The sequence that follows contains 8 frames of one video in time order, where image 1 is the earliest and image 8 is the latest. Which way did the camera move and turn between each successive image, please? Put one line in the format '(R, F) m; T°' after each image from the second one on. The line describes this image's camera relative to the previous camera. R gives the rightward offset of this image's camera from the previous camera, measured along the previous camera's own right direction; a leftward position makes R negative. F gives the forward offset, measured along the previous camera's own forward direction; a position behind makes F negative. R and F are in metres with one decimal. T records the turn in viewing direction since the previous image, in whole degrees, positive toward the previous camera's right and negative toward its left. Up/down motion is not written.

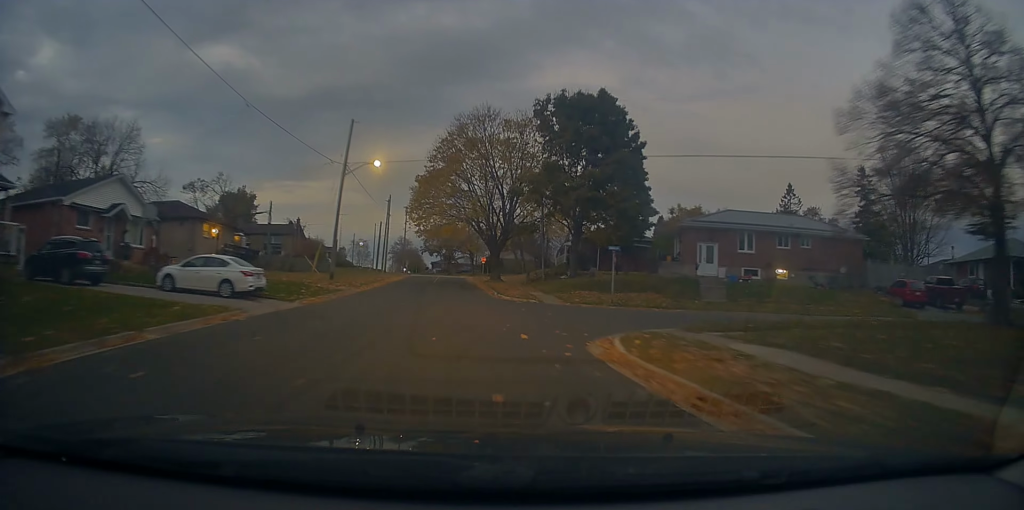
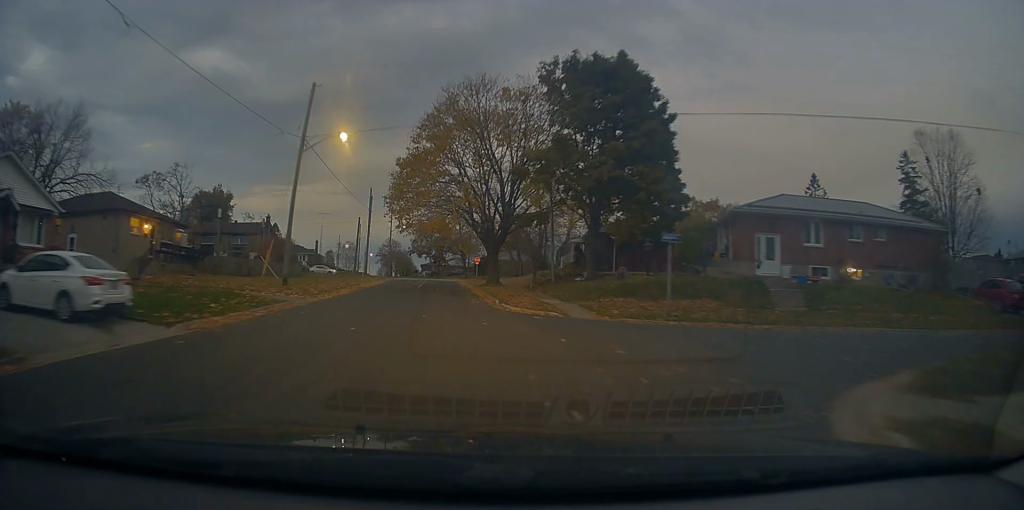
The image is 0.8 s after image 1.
(+0.3, +8.9) m; 0°
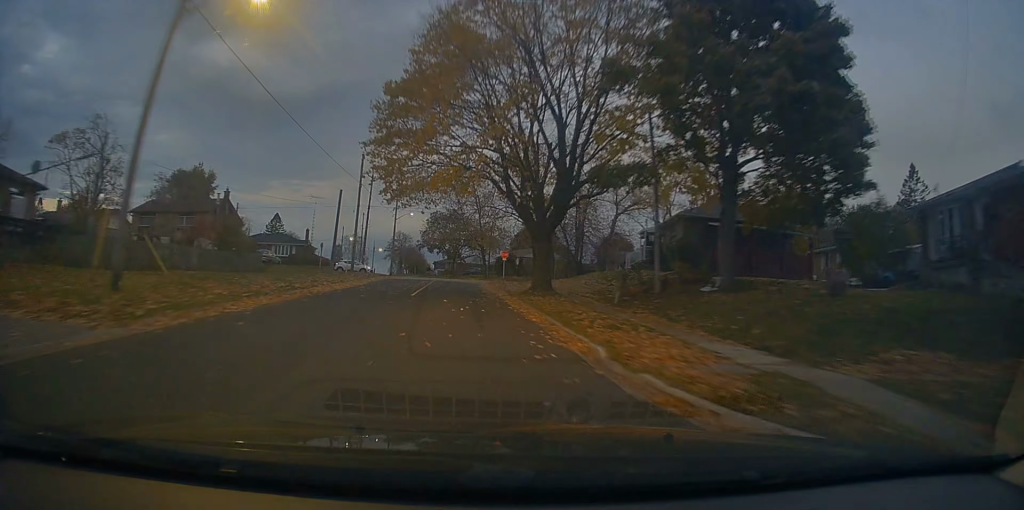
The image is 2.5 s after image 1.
(-0.7, +17.5) m; -4°
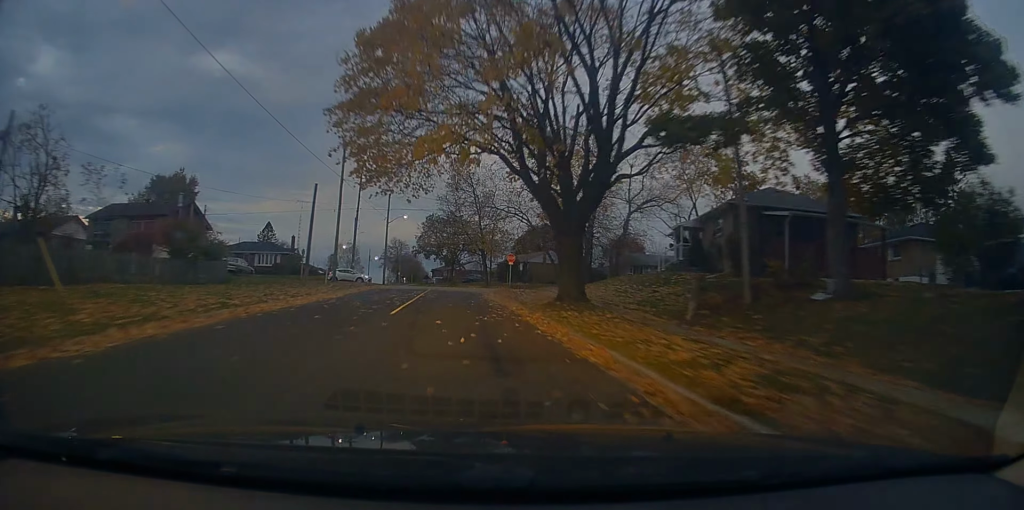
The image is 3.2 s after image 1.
(0.0, +6.9) m; 0°
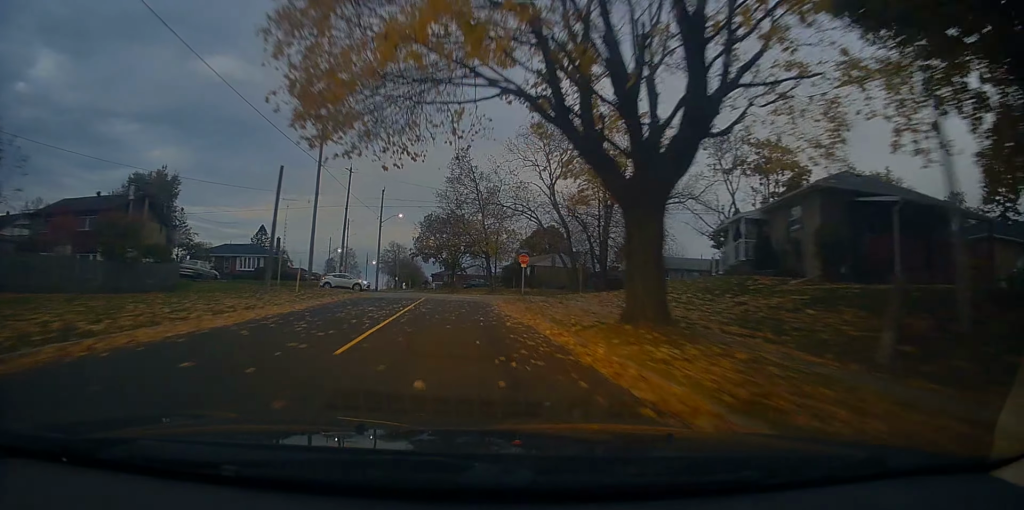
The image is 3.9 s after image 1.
(0.0, +7.2) m; -1°
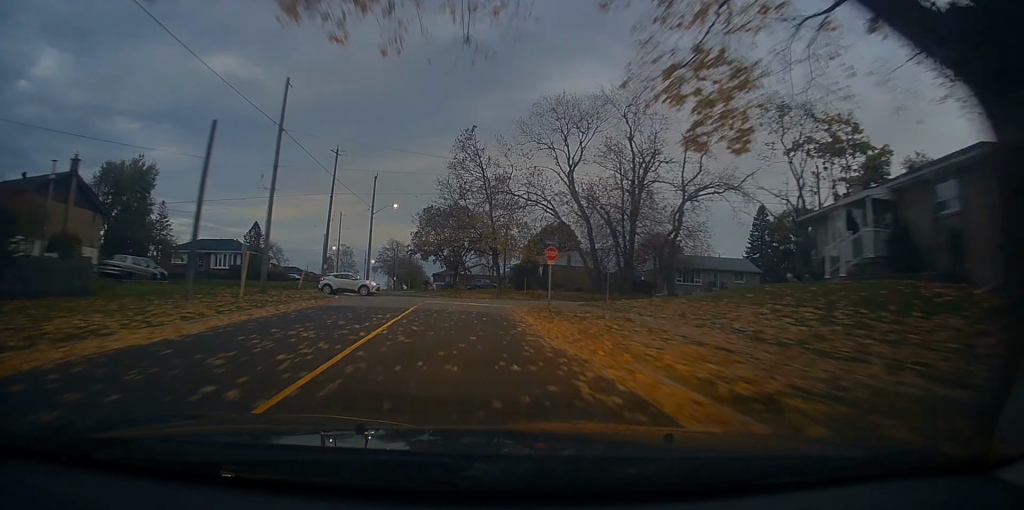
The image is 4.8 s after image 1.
(-0.1, +8.2) m; +2°
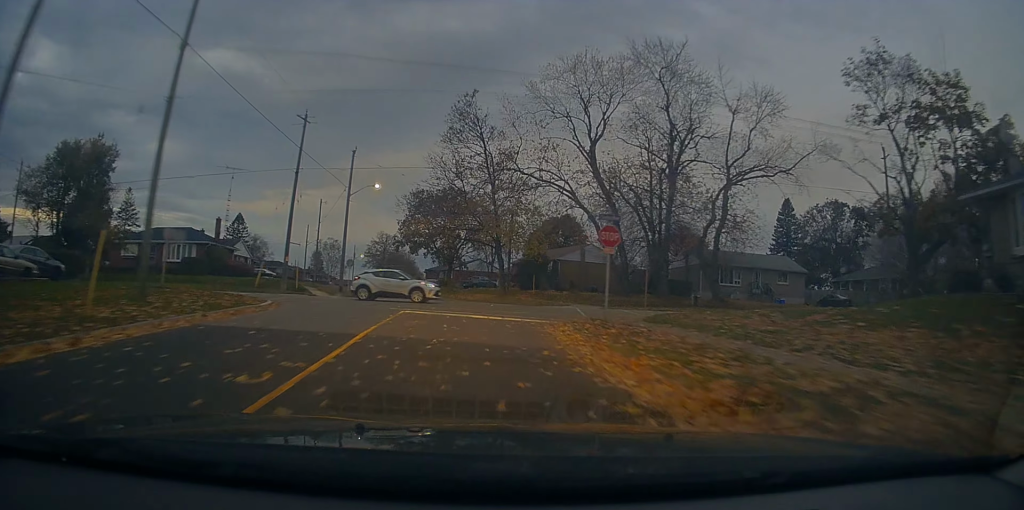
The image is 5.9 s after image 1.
(+0.5, +9.2) m; +2°
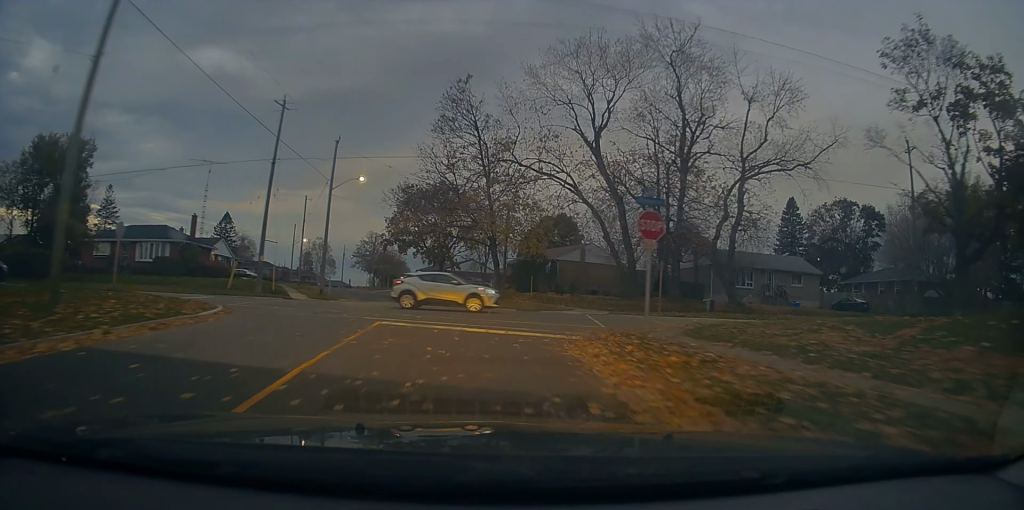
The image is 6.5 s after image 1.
(0.0, +3.4) m; -3°
